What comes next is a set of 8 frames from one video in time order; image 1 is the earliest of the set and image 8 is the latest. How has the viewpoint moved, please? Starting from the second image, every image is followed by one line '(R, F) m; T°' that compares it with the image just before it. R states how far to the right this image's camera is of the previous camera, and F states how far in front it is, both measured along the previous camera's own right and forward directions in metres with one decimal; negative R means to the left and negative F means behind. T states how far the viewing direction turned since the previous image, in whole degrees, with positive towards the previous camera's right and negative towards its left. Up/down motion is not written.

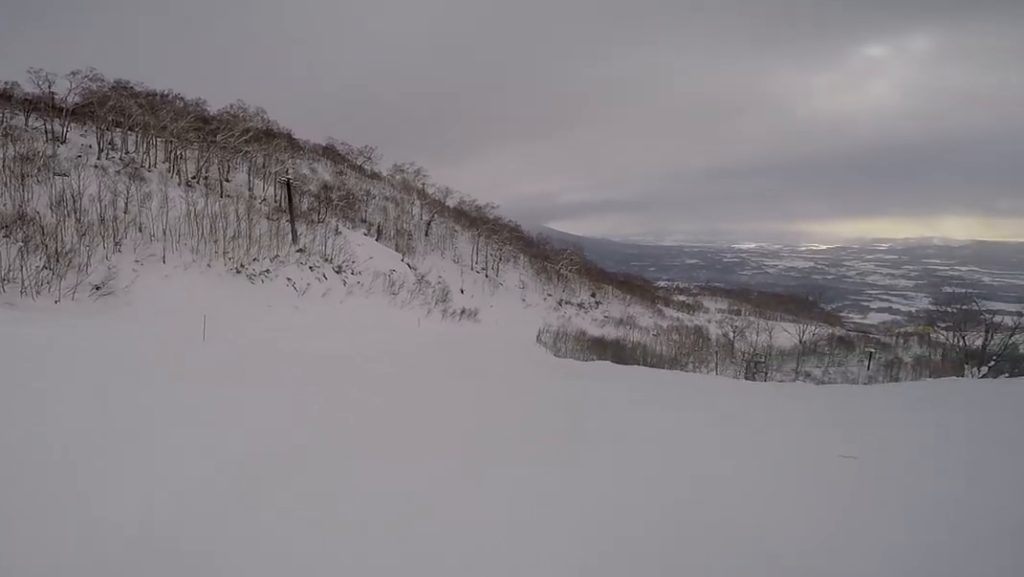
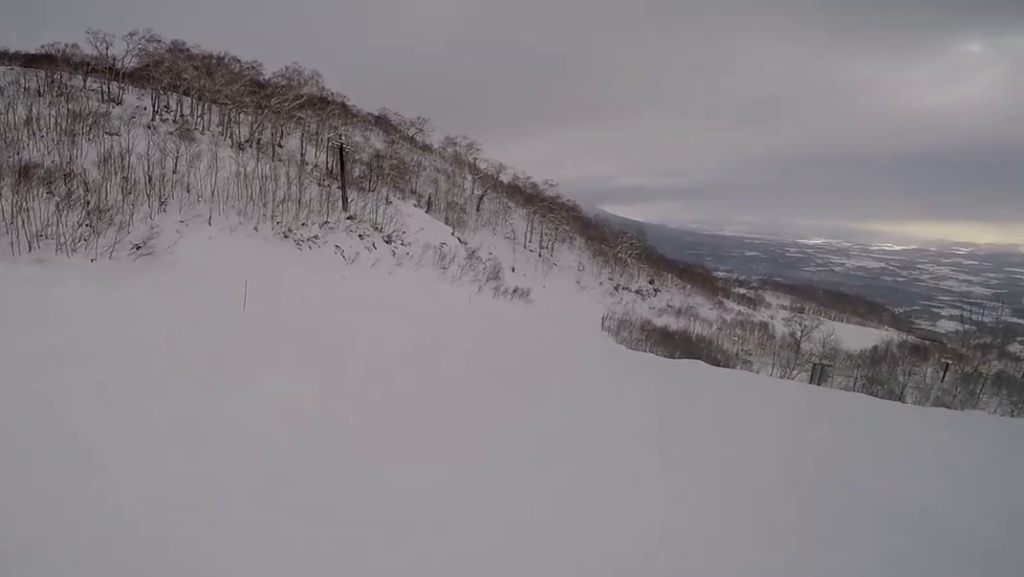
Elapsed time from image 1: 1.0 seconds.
(-0.2, +3.3) m; -3°
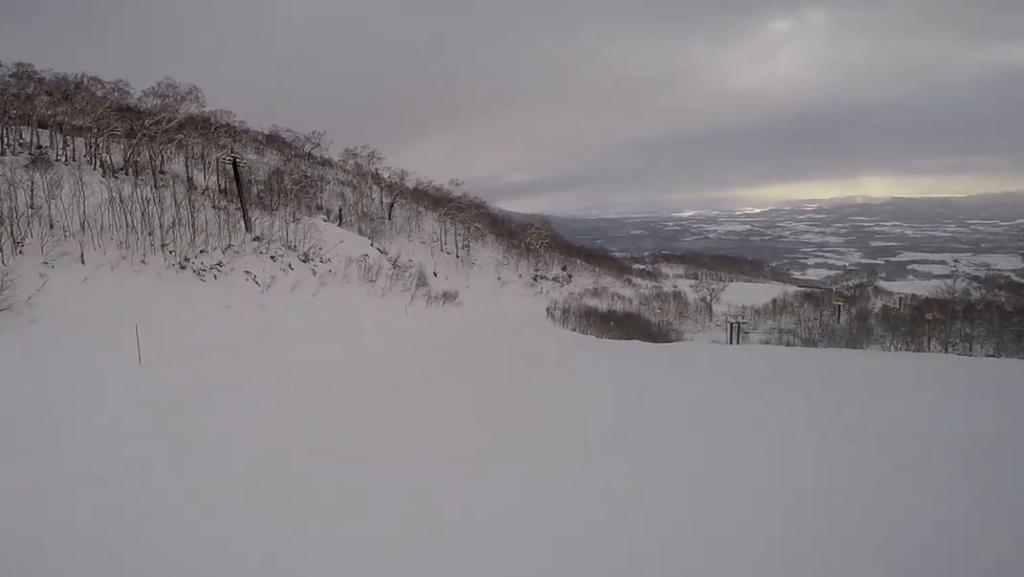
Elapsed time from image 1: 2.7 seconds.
(+0.2, +6.2) m; +7°
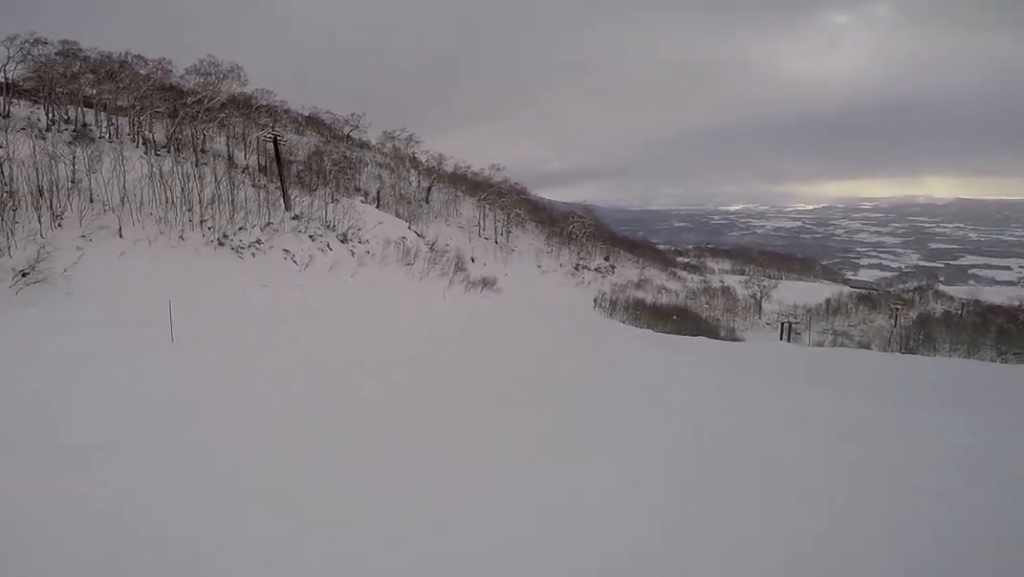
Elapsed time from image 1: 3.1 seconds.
(0.0, +1.9) m; +4°
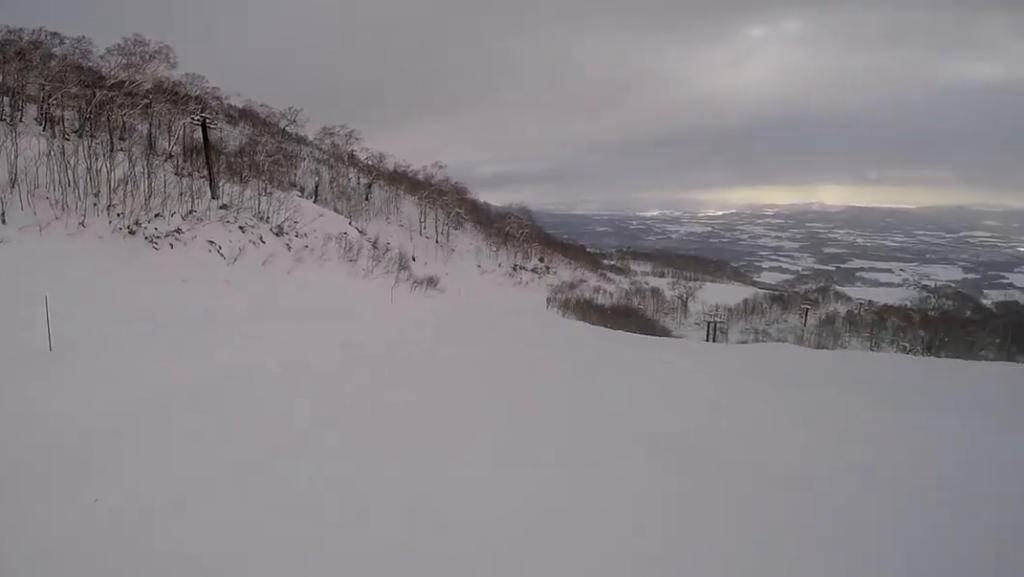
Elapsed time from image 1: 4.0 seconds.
(+0.4, +4.4) m; +10°
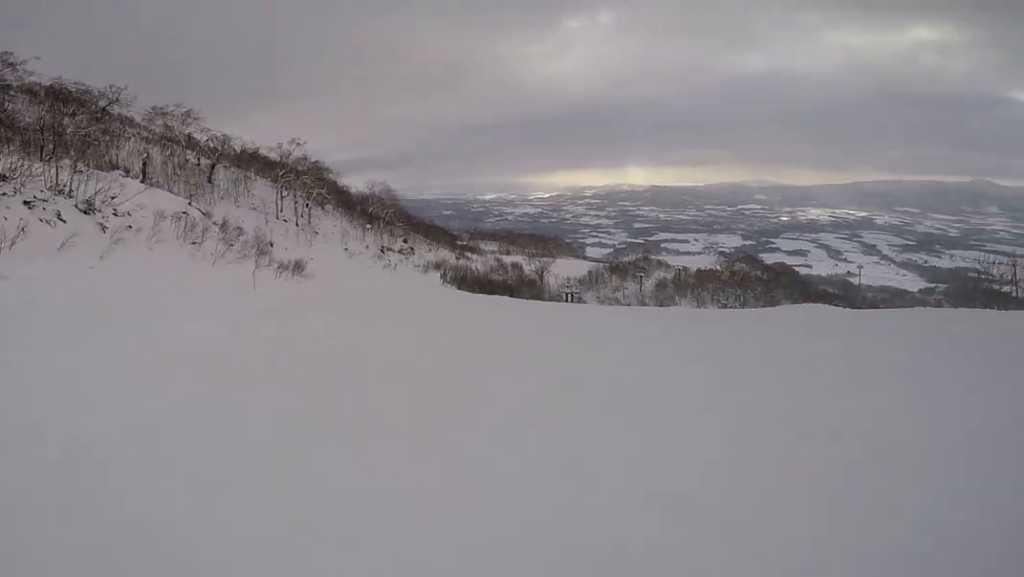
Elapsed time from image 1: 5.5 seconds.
(+0.9, +7.0) m; +13°
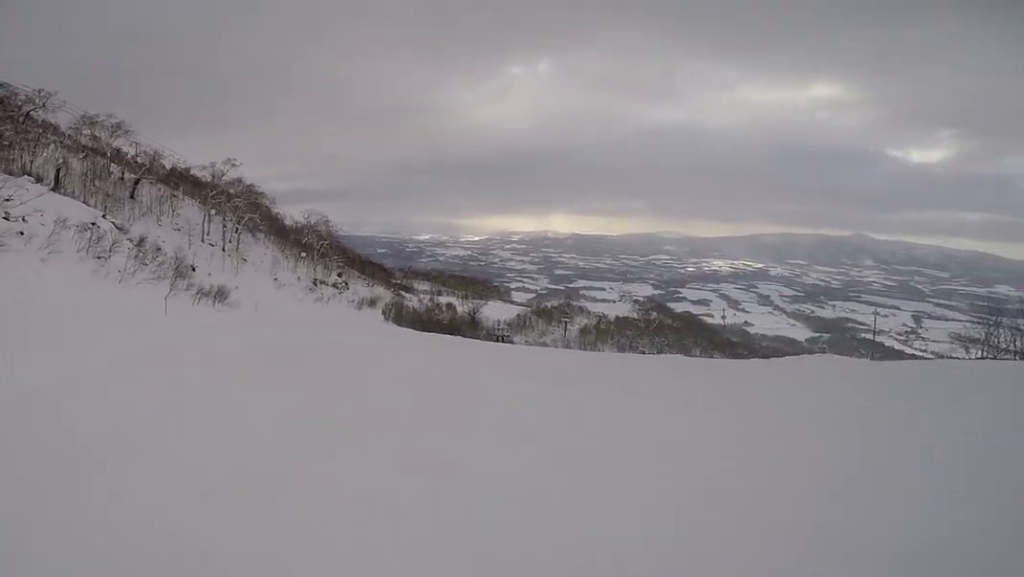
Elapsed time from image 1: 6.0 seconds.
(+0.1, +2.7) m; +3°
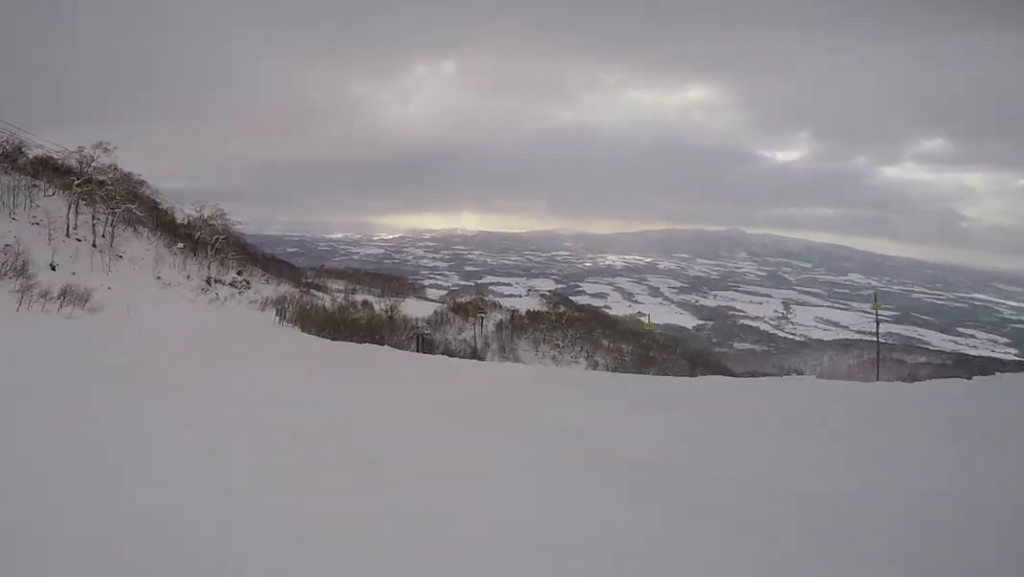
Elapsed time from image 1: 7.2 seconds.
(+0.3, +6.6) m; +3°
